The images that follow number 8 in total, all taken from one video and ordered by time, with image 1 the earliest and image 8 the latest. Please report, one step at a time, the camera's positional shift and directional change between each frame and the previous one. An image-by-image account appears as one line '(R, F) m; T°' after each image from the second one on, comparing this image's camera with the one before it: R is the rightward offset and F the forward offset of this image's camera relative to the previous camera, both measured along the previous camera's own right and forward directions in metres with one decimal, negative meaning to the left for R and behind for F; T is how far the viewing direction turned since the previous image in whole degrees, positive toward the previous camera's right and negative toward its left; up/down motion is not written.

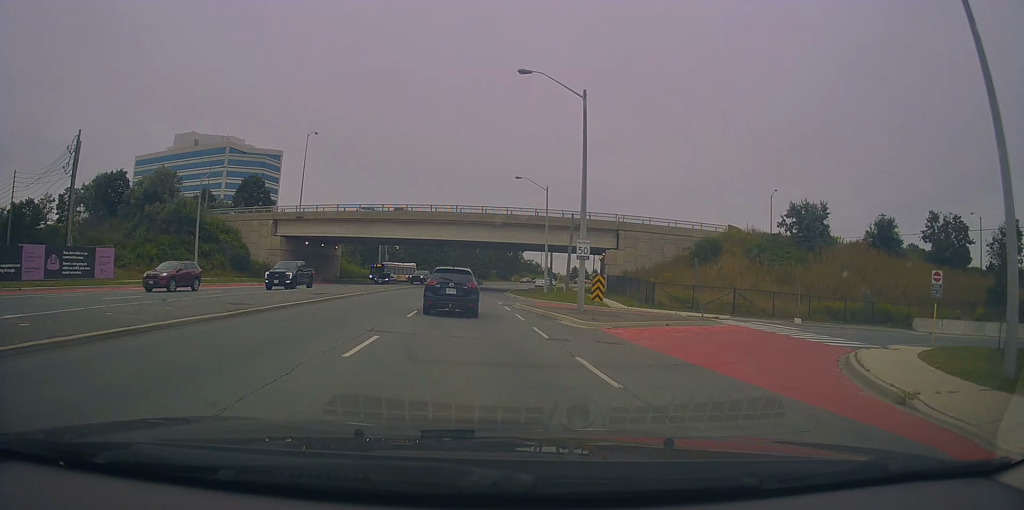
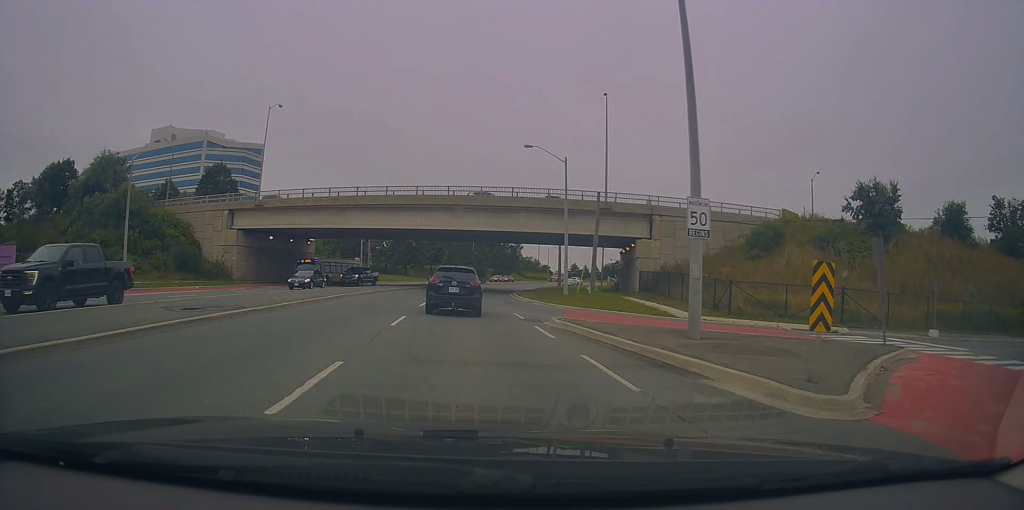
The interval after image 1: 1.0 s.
(+0.2, +12.8) m; 0°
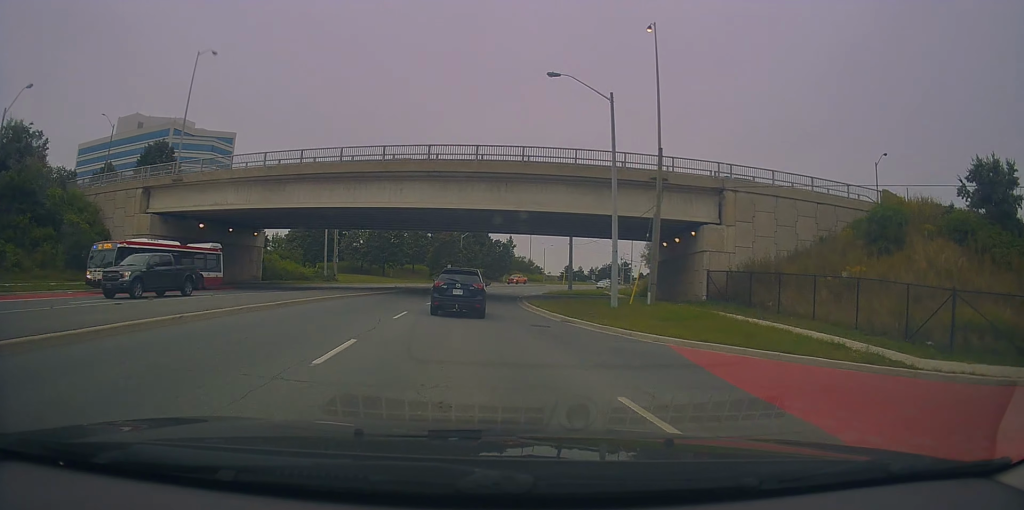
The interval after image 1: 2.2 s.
(-0.1, +16.1) m; +2°
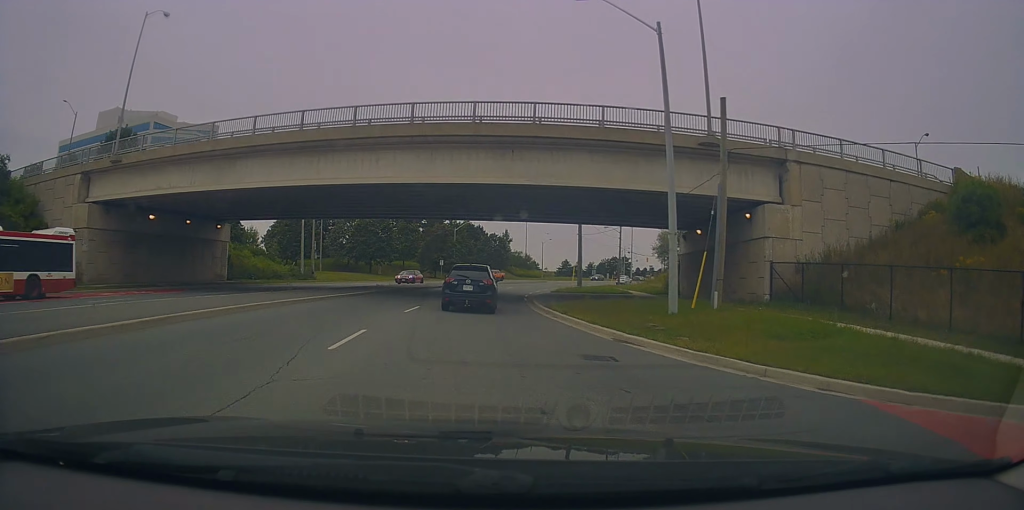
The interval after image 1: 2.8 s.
(+0.3, +8.1) m; +1°
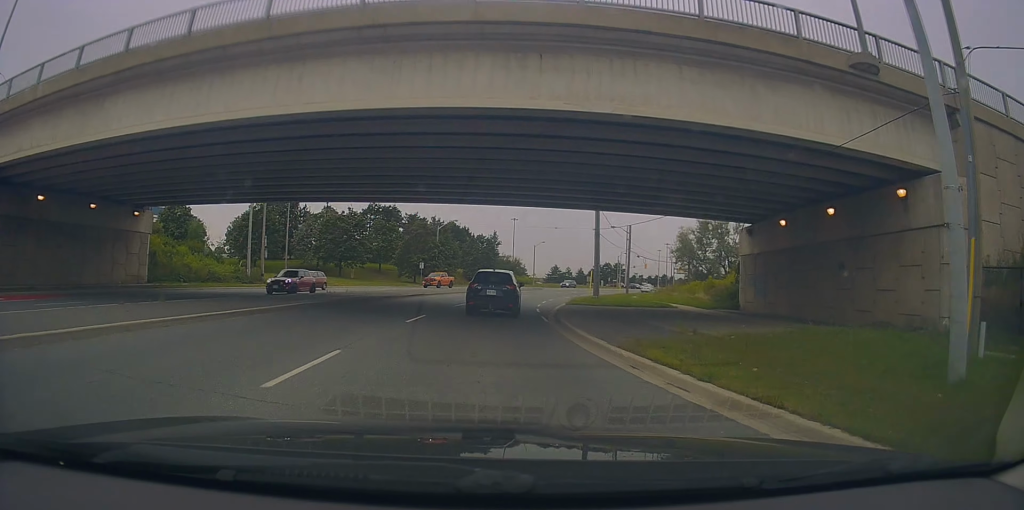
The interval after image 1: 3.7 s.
(+0.2, +12.4) m; +1°
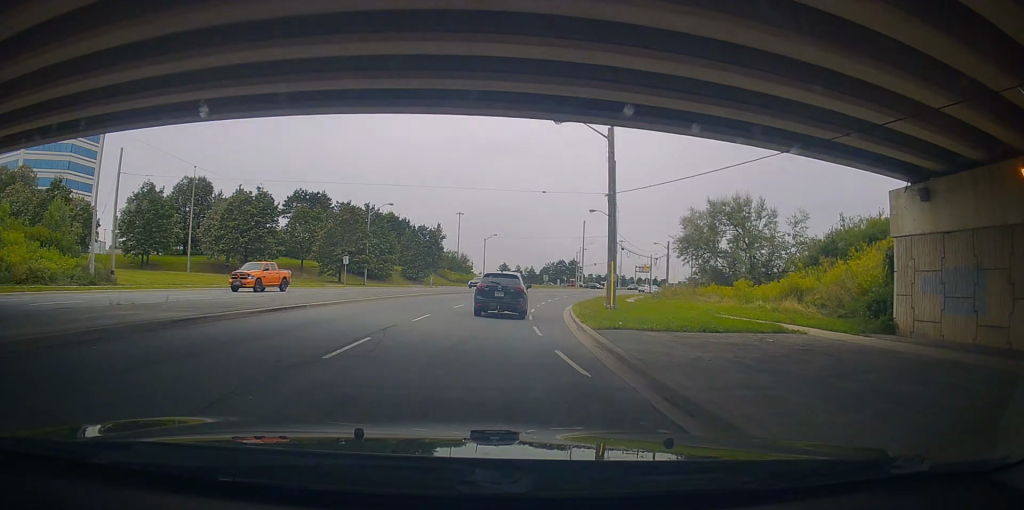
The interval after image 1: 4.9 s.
(-0.1, +17.1) m; +4°
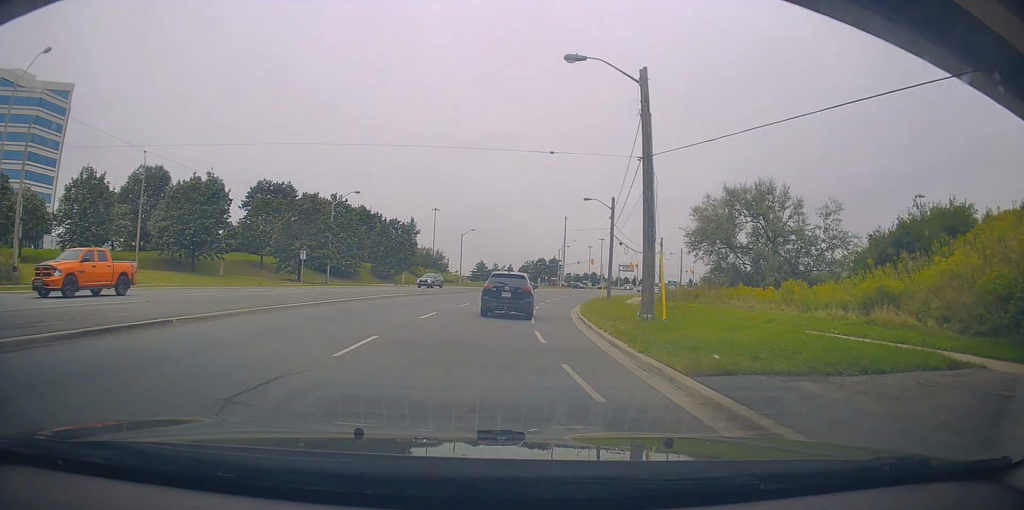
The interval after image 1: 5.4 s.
(+0.1, +7.8) m; +3°
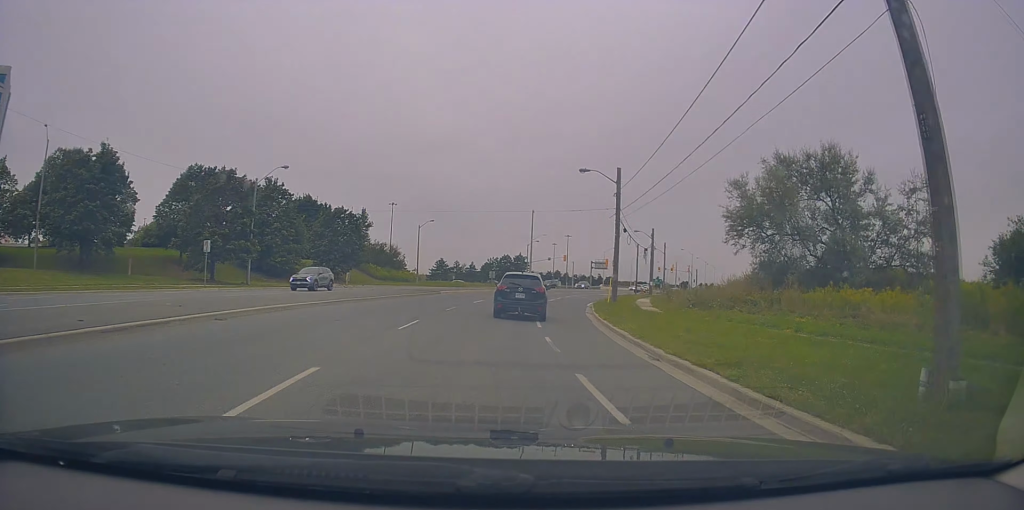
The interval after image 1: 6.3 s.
(+1.0, +13.1) m; +4°
